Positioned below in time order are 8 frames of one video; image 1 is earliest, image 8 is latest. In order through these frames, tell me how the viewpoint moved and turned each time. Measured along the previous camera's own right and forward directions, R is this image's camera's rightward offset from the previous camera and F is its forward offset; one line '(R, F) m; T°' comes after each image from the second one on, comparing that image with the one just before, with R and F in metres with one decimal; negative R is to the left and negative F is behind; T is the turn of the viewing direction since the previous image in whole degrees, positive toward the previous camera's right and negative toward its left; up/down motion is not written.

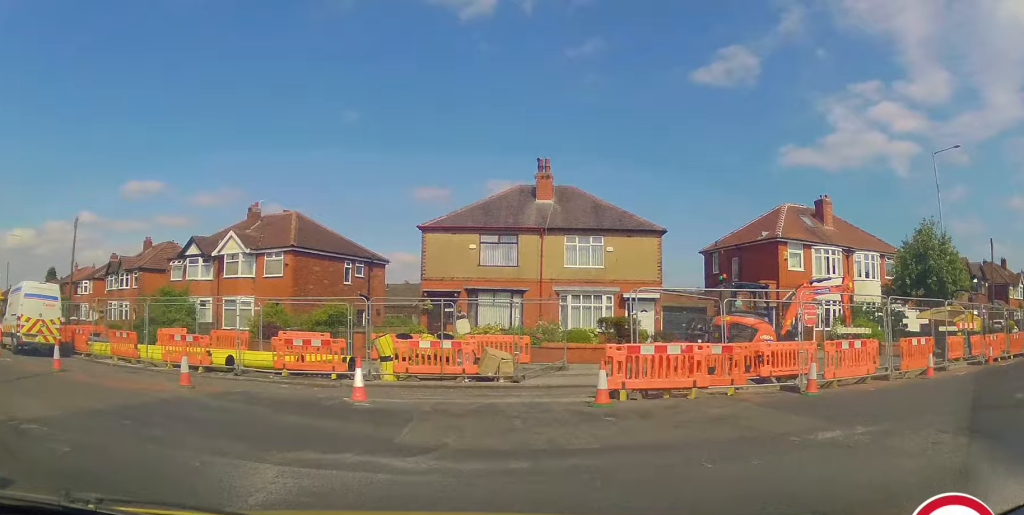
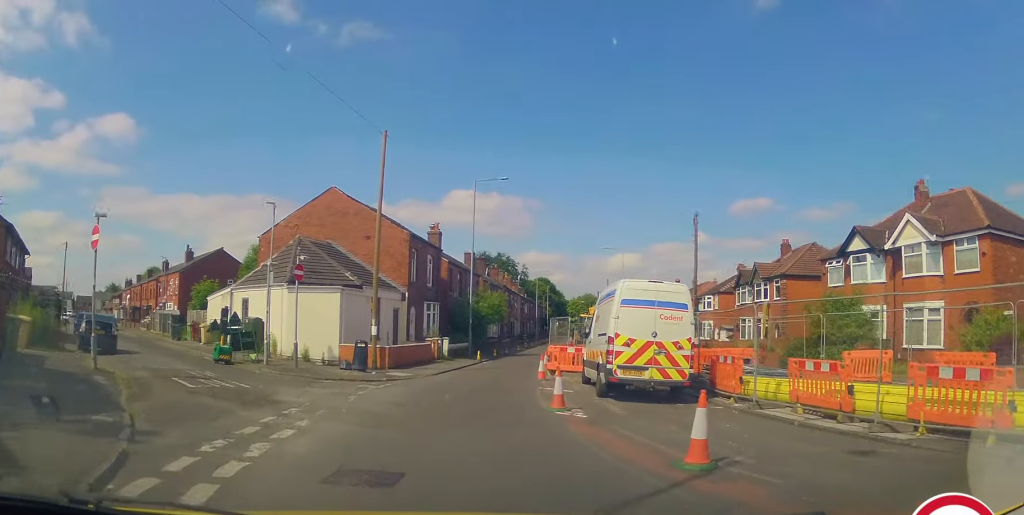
(-4.4, +7.5) m; -57°
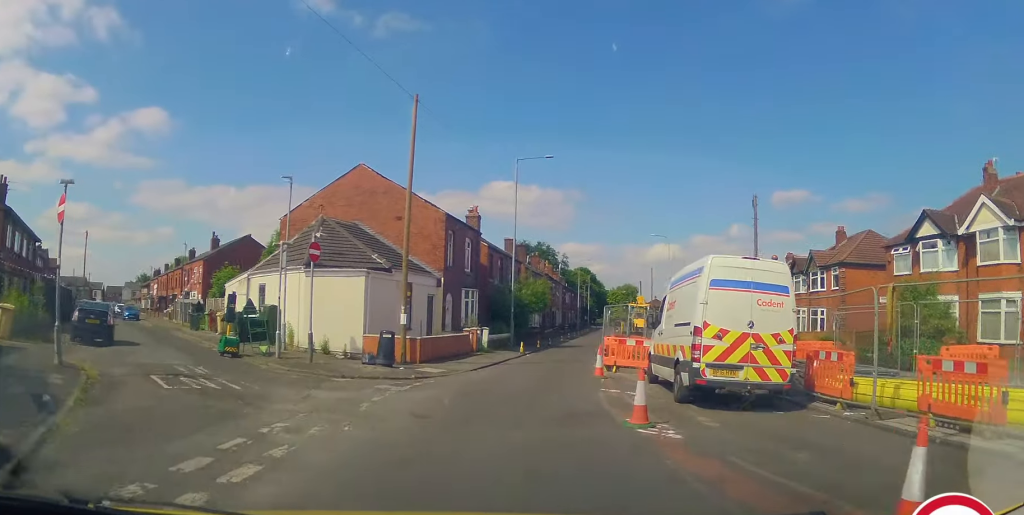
(-0.2, +2.5) m; -5°
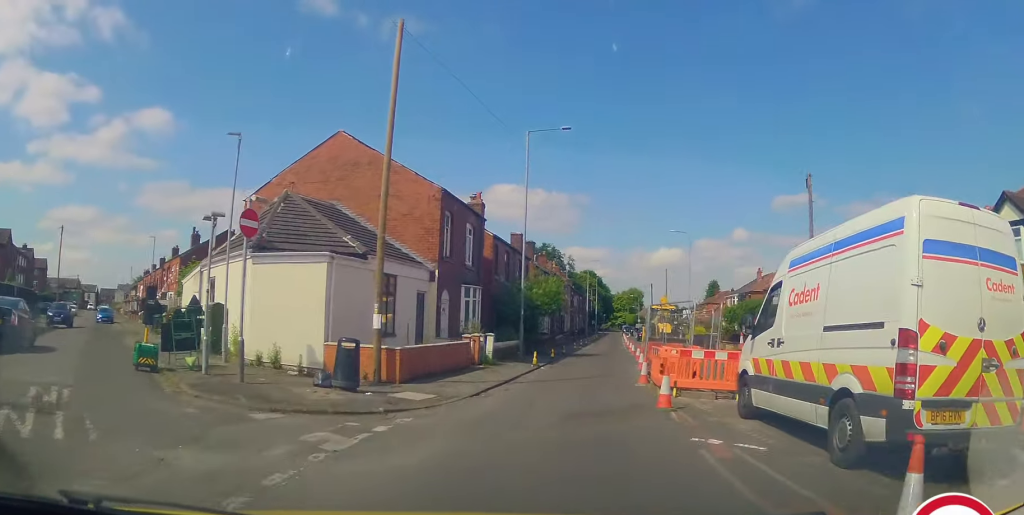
(0.0, +4.9) m; +4°
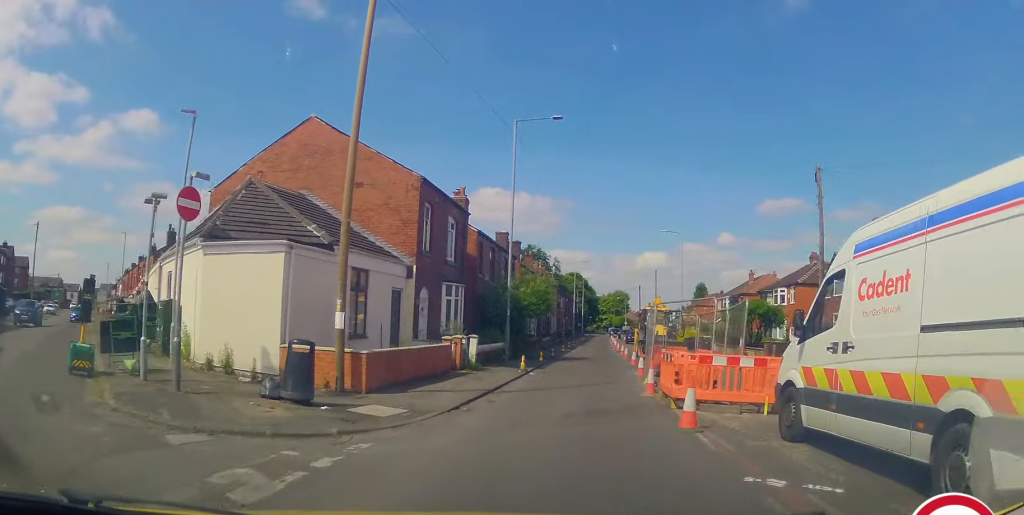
(+0.2, +1.9) m; +1°
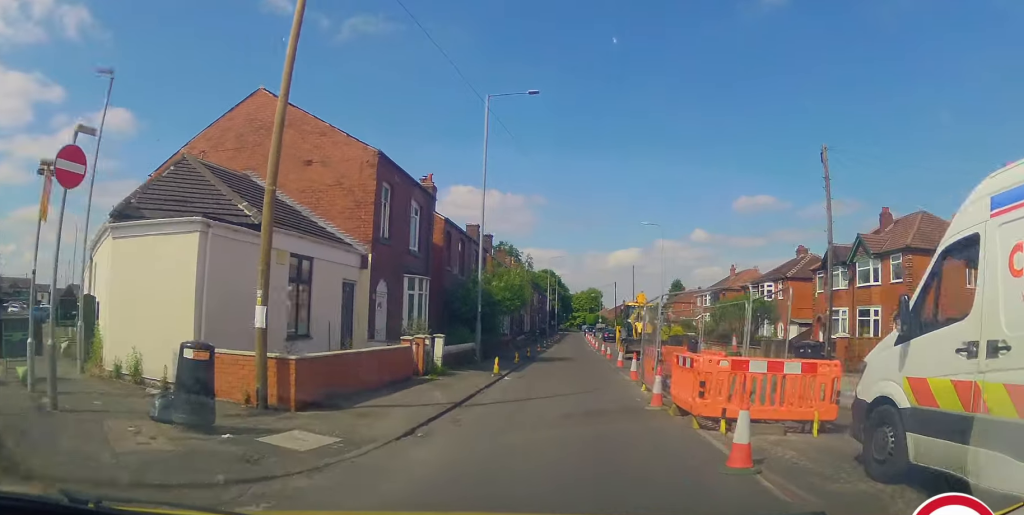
(0.0, +2.7) m; +1°
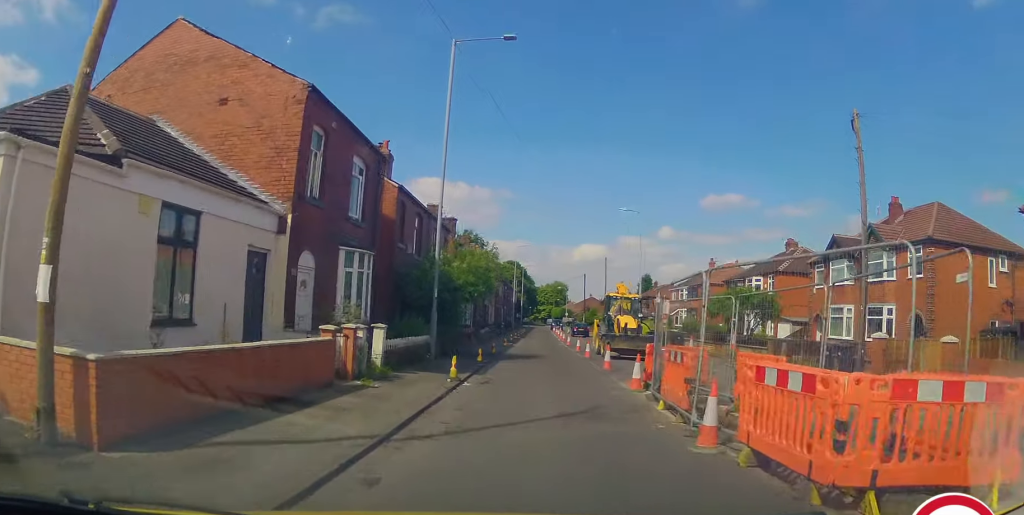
(-0.3, +3.9) m; +1°
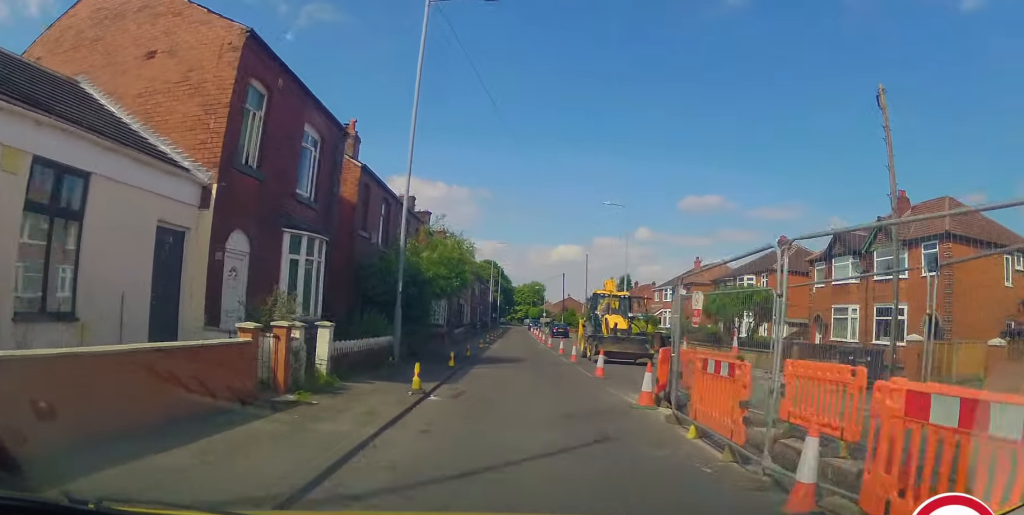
(+0.2, +2.5) m; +3°
